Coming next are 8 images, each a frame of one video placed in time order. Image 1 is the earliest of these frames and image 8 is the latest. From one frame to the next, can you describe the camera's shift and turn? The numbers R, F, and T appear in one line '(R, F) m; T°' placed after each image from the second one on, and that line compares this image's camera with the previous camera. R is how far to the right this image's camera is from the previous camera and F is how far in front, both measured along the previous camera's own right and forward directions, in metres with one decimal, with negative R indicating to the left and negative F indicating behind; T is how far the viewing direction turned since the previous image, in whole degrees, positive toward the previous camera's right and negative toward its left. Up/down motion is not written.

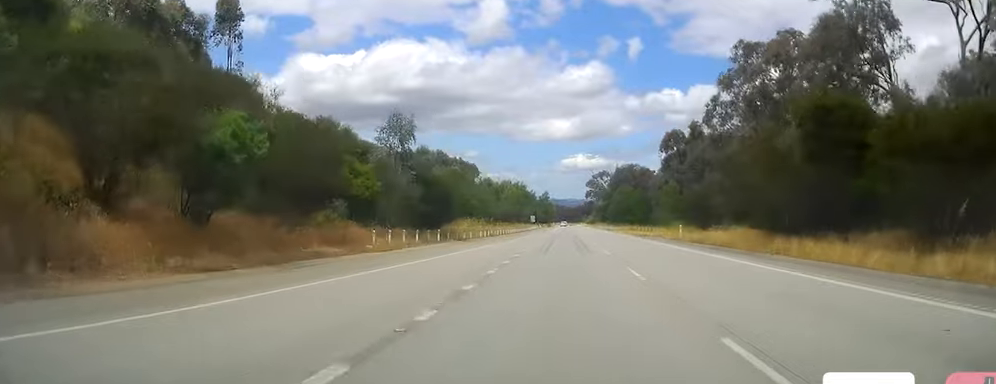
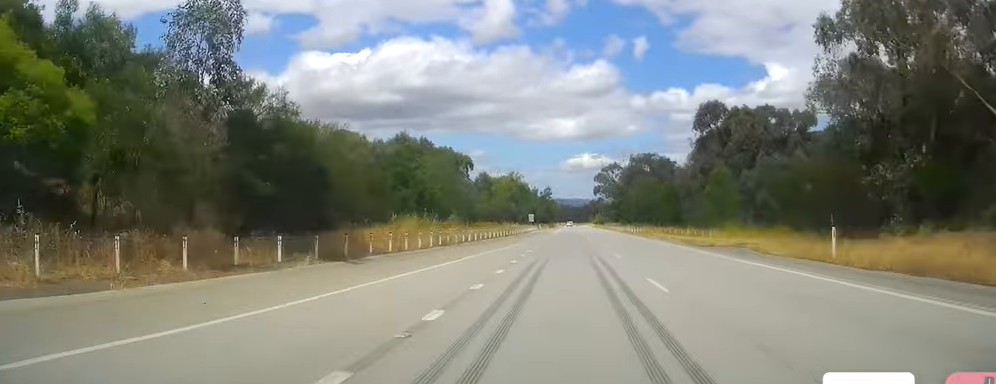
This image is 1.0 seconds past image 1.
(+0.4, +27.7) m; 0°
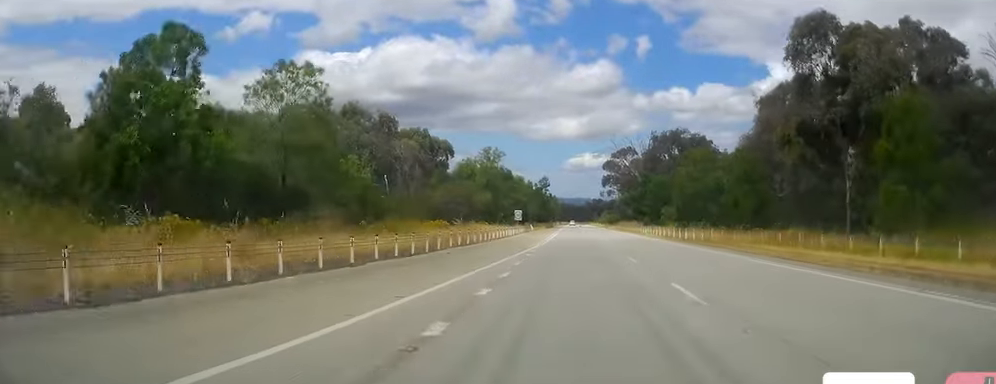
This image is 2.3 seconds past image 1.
(-0.8, +38.3) m; -2°
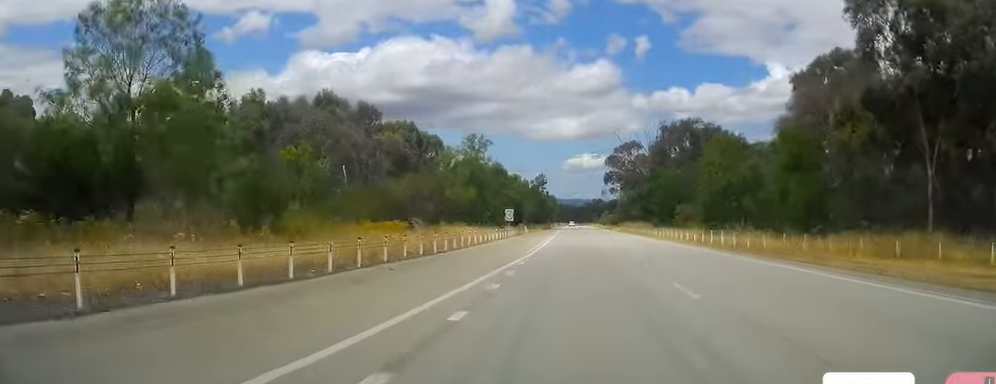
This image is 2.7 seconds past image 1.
(0.0, +12.5) m; 0°
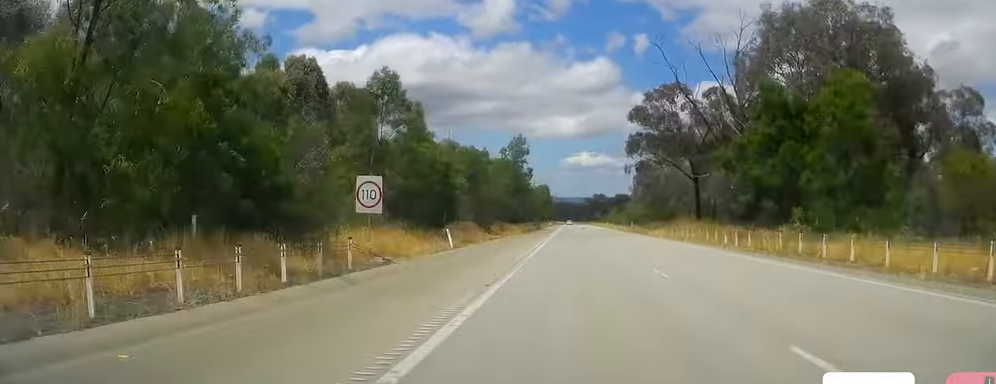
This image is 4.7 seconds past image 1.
(+0.4, +56.4) m; 0°
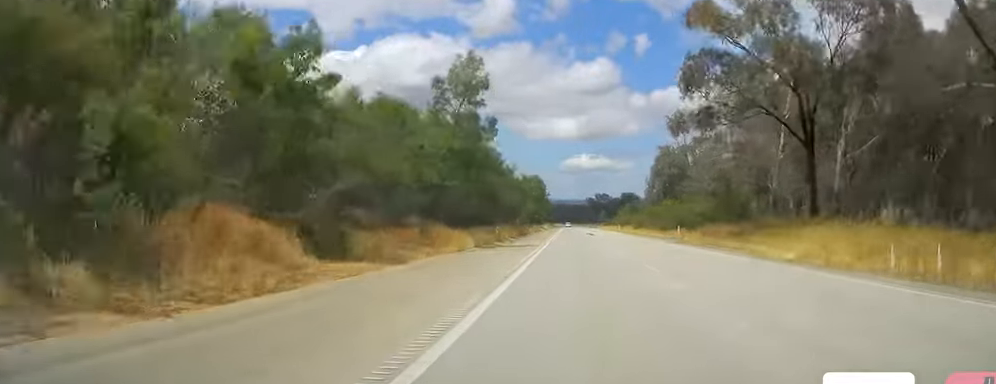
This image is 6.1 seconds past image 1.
(-0.2, +39.2) m; +1°
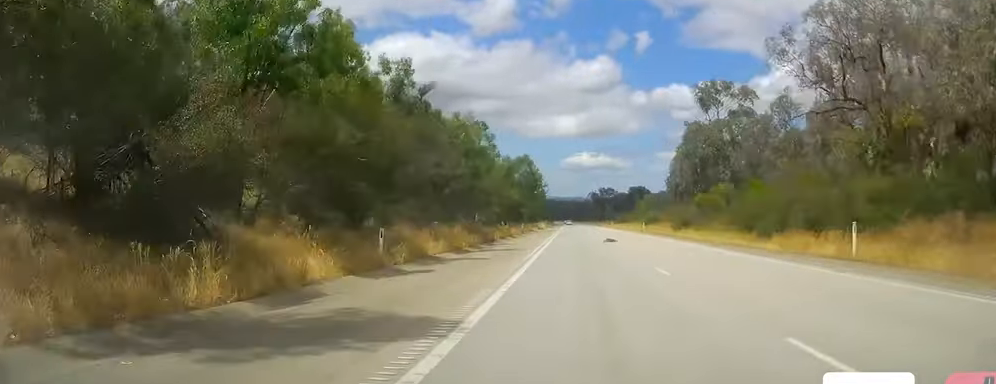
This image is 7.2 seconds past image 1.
(+1.0, +33.5) m; +1°
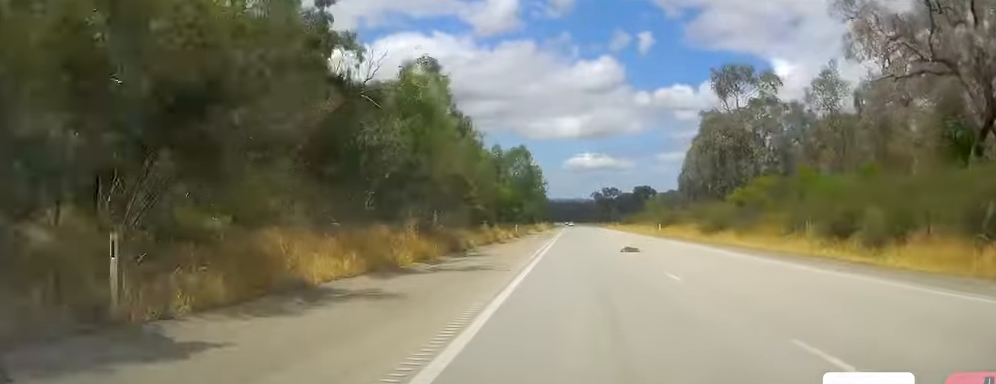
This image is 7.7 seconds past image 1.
(-0.3, +12.4) m; -1°
